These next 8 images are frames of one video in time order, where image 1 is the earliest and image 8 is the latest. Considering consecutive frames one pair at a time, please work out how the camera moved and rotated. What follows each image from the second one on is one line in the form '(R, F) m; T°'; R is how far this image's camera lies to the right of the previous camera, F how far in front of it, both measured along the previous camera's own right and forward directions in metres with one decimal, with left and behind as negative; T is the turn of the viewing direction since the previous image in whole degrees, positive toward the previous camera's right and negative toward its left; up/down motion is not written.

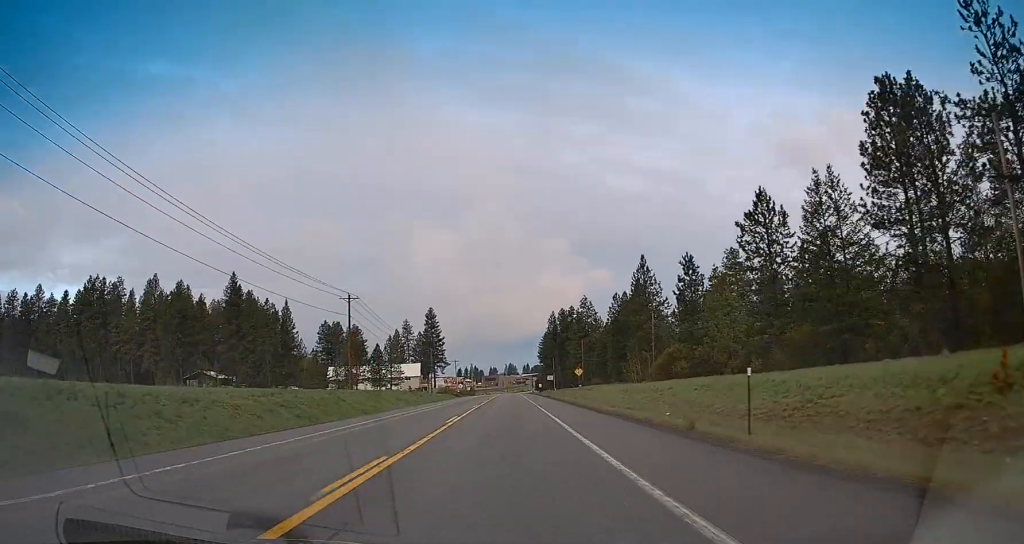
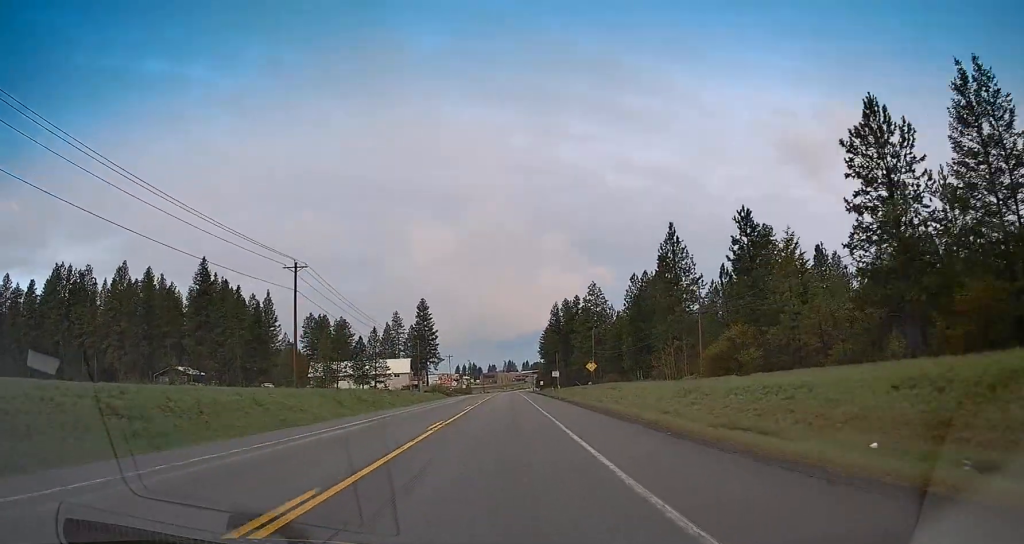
(+0.3, +19.5) m; 0°
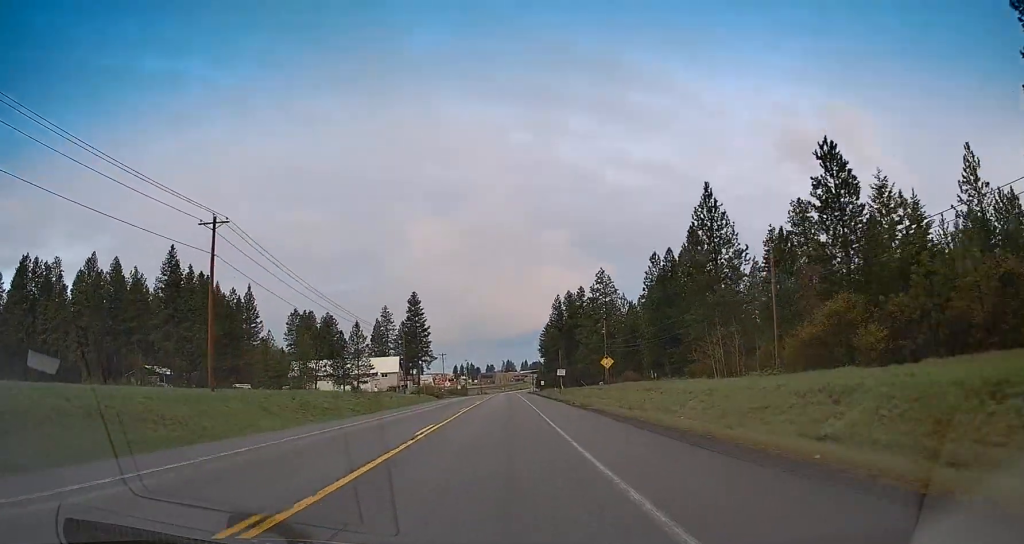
(-0.1, +16.9) m; 0°
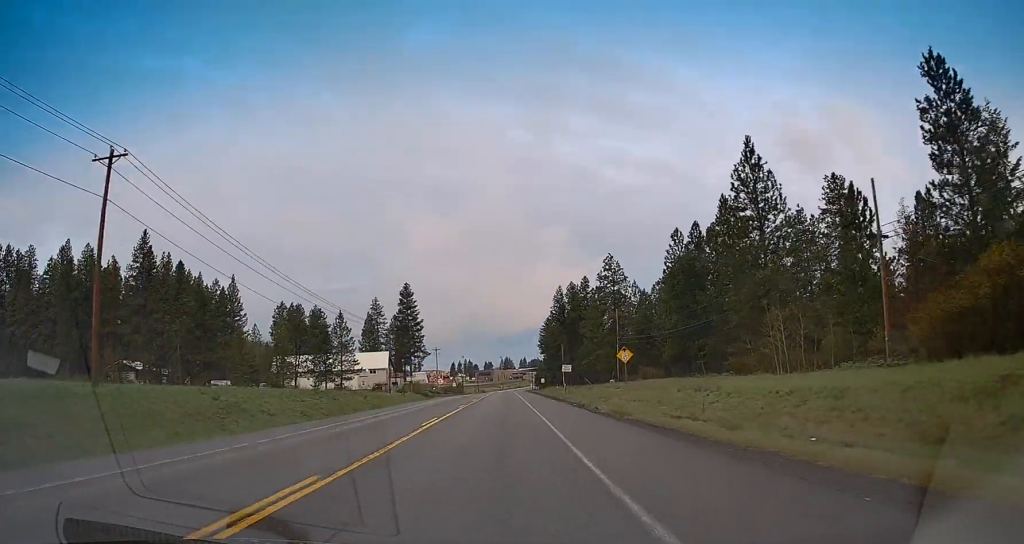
(-0.1, +13.0) m; 0°
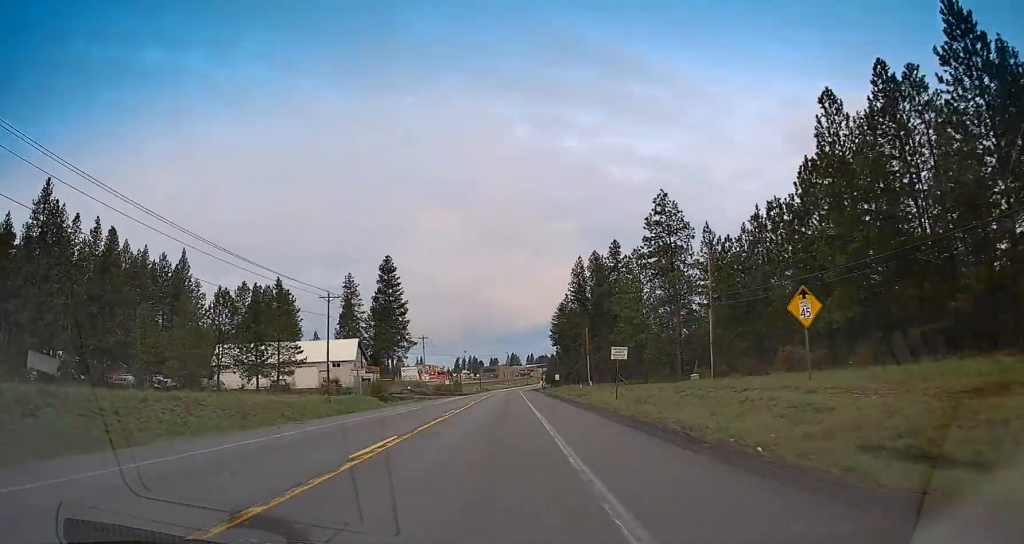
(0.0, +39.4) m; +1°
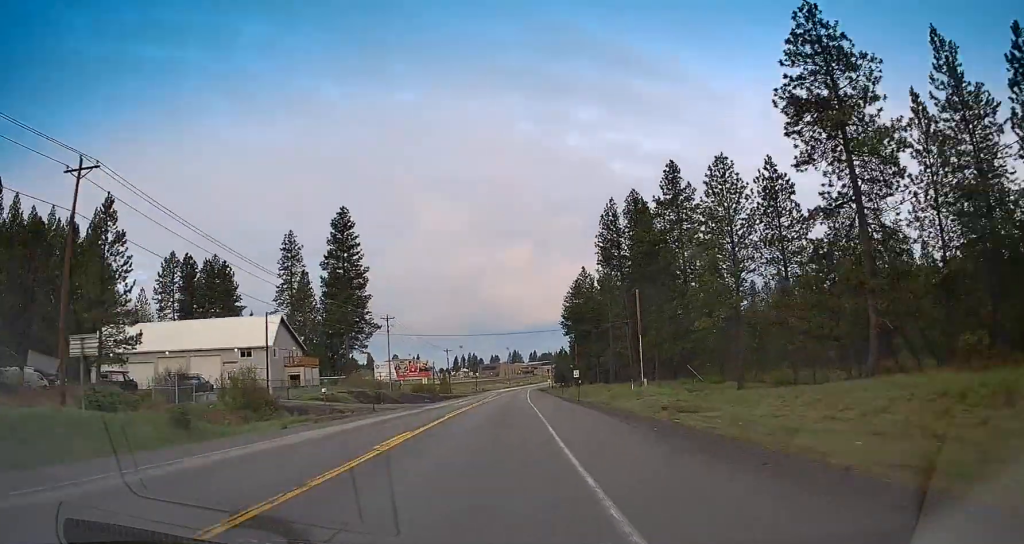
(+0.2, +44.7) m; -1°
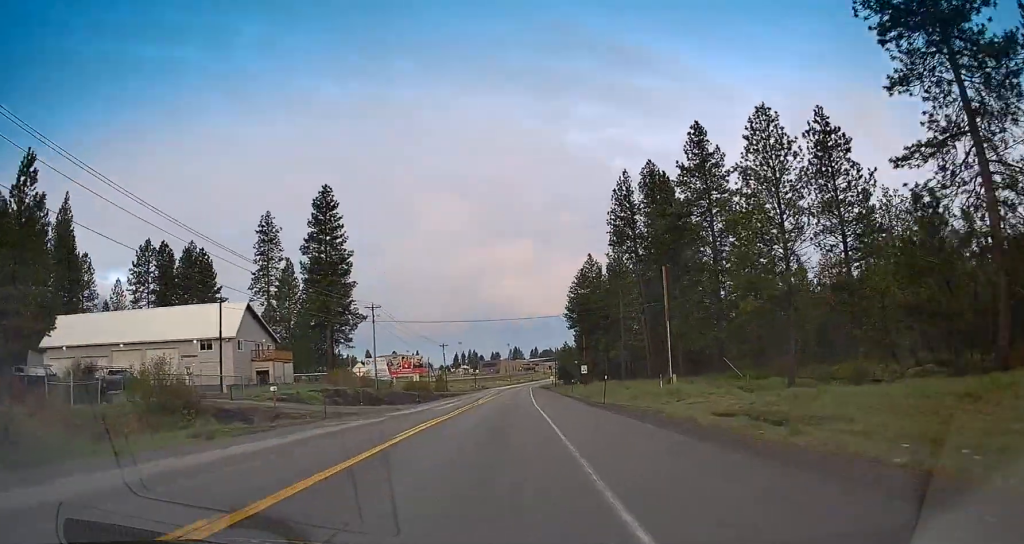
(0.0, +11.7) m; 0°
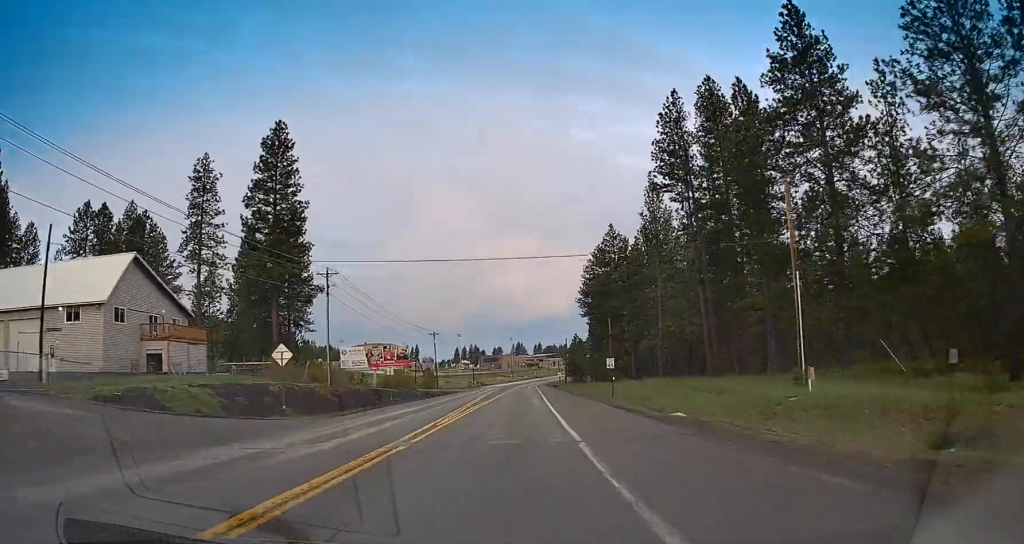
(0.0, +25.4) m; -1°
